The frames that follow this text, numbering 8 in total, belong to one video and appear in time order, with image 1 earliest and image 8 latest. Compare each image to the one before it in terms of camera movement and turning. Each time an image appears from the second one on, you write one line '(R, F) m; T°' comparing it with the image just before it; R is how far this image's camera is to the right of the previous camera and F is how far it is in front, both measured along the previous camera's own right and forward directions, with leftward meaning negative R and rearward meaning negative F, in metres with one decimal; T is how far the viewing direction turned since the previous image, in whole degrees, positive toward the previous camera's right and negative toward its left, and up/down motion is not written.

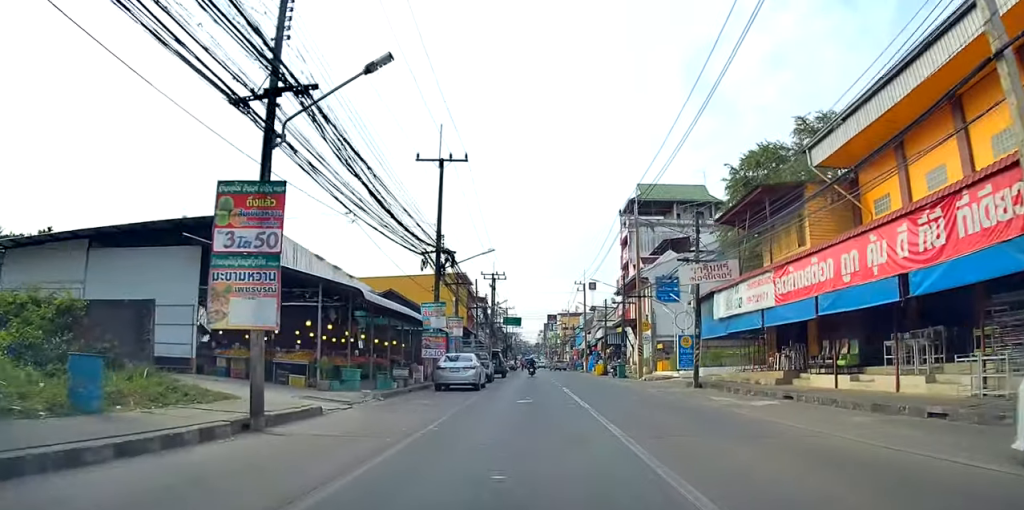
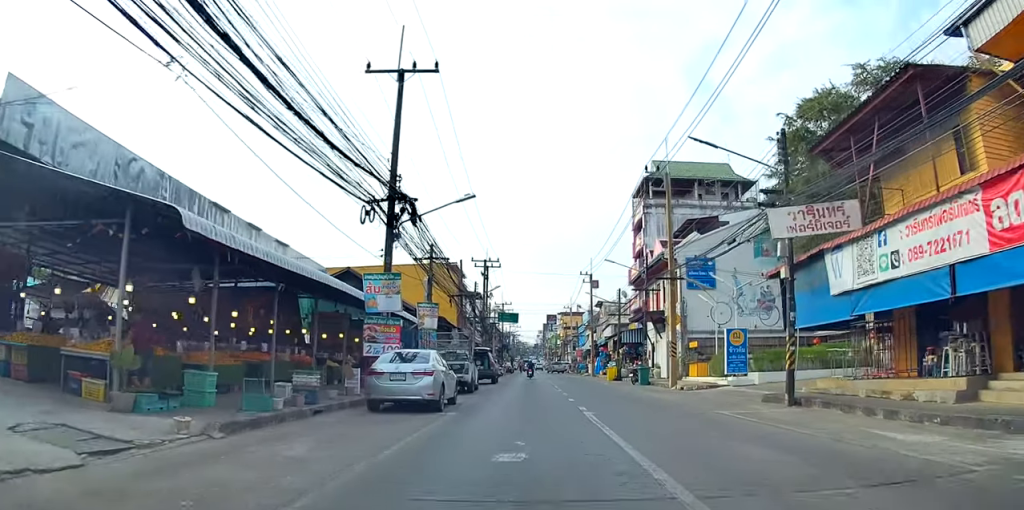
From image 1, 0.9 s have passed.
(0.0, +10.0) m; 0°
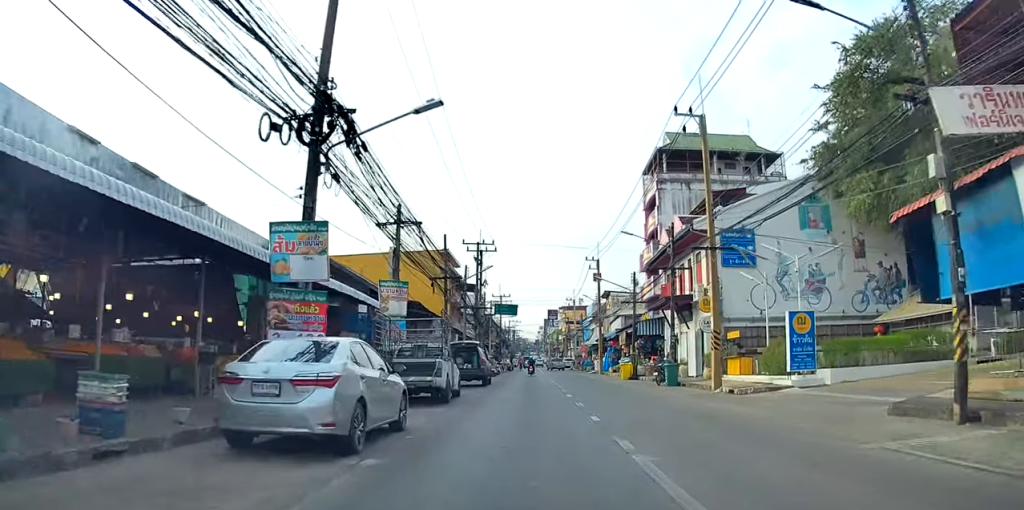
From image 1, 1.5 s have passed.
(0.0, +7.0) m; 0°
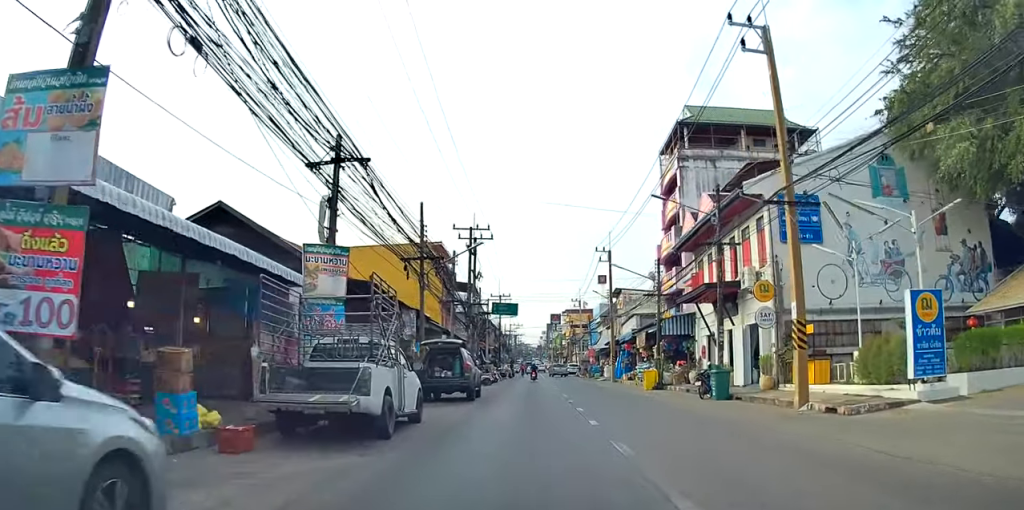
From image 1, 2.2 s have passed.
(0.0, +7.5) m; 0°
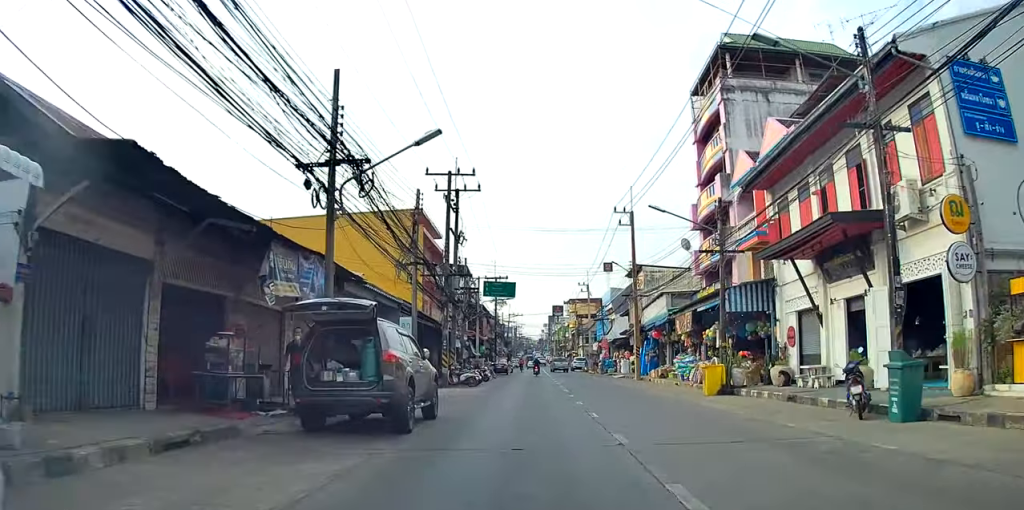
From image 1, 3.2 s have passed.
(0.0, +11.9) m; 0°
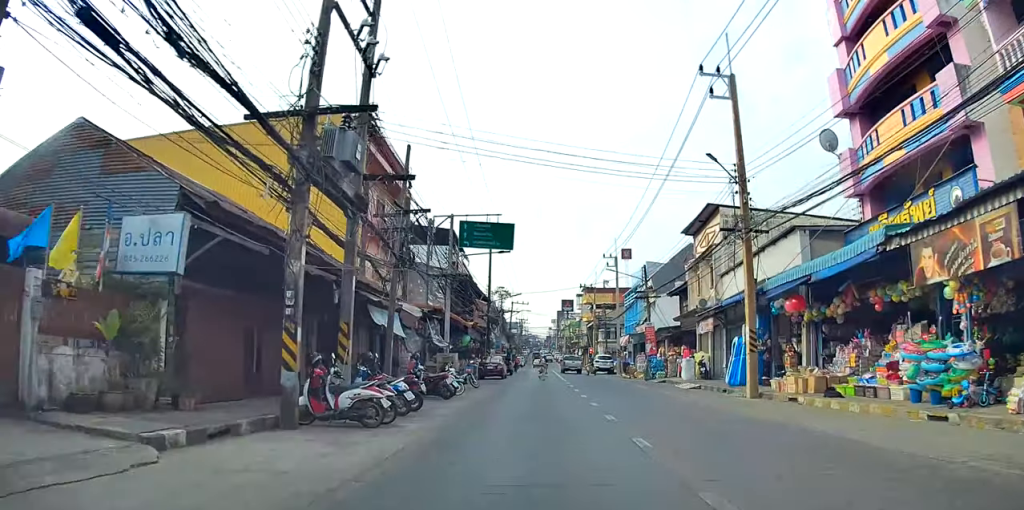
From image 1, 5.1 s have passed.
(+0.1, +21.1) m; +1°
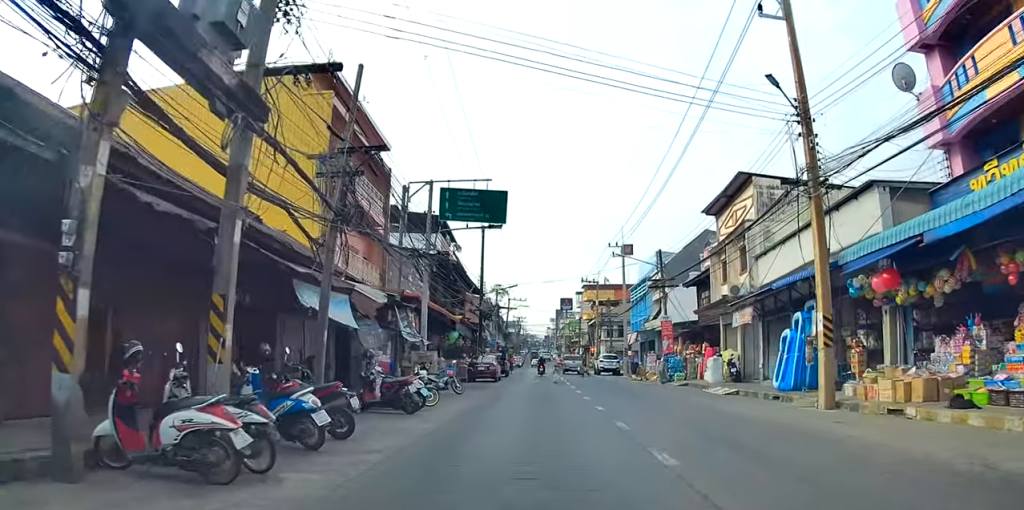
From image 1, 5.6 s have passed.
(+0.1, +5.5) m; 0°
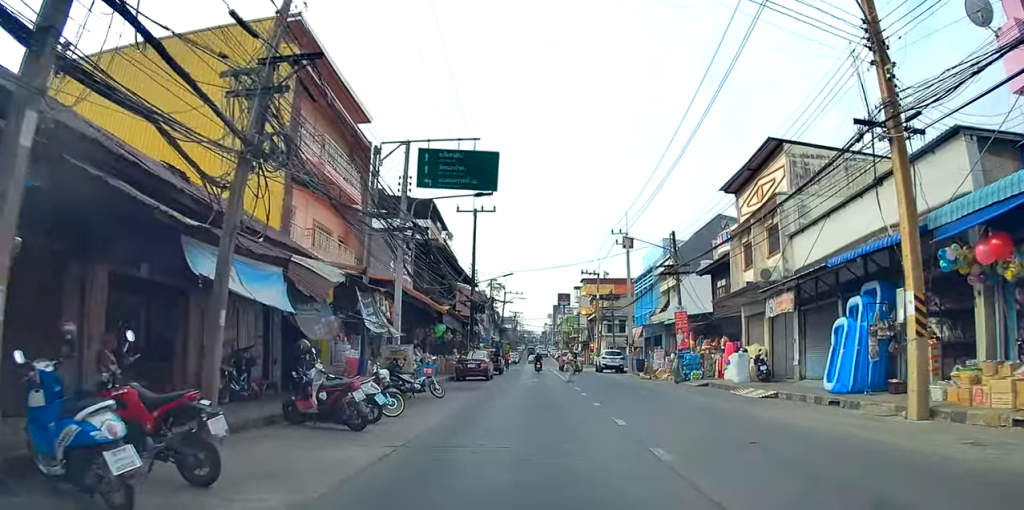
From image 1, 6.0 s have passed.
(0.0, +4.4) m; 0°
